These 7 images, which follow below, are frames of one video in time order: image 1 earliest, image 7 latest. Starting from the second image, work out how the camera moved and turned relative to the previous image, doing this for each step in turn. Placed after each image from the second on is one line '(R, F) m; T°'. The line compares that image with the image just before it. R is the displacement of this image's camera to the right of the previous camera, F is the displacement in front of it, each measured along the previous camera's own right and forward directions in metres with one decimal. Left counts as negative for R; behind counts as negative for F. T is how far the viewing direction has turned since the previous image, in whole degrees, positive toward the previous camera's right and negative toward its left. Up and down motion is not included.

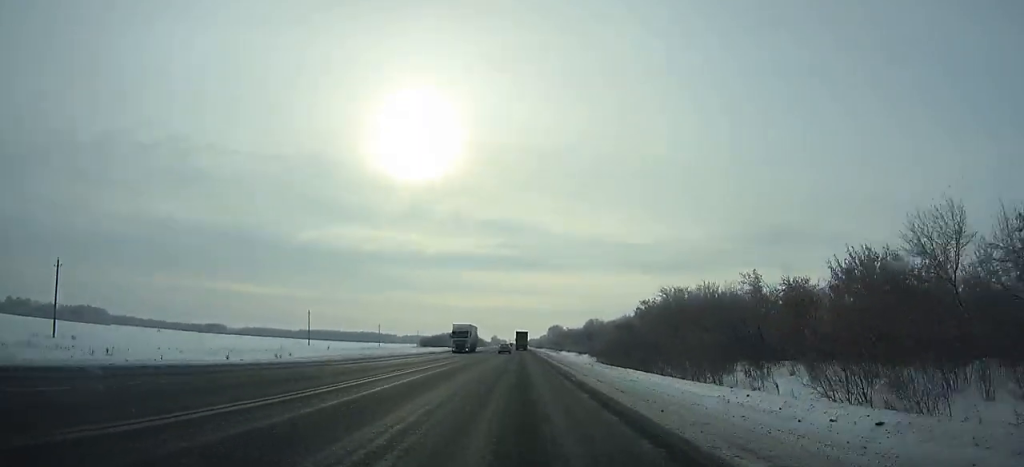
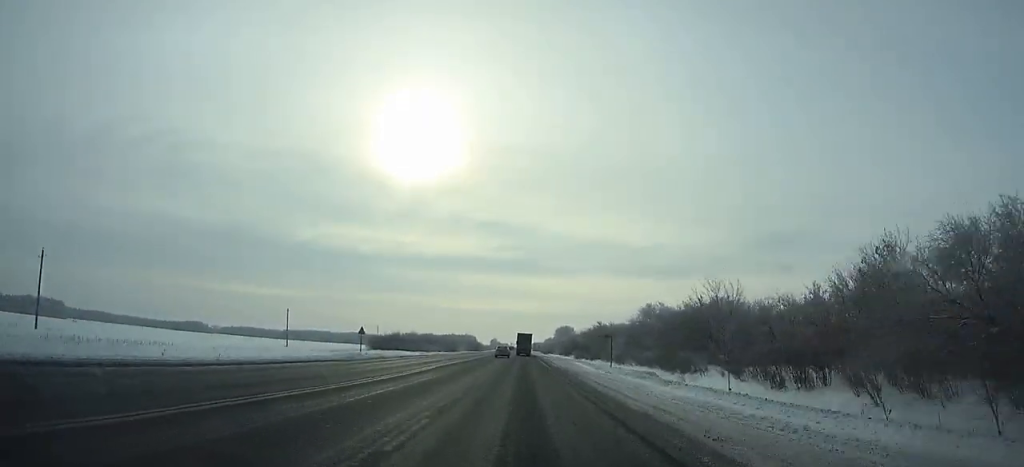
(+0.2, +89.1) m; 0°
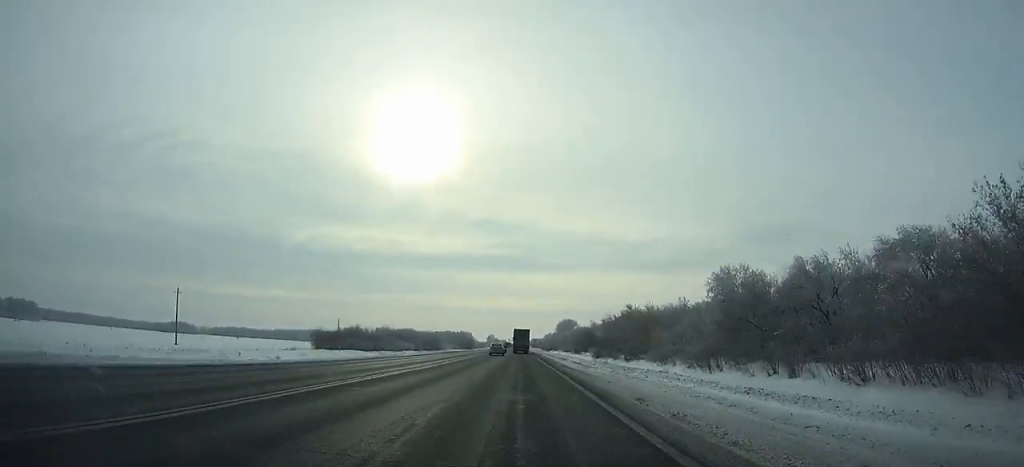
(0.0, +44.4) m; 0°
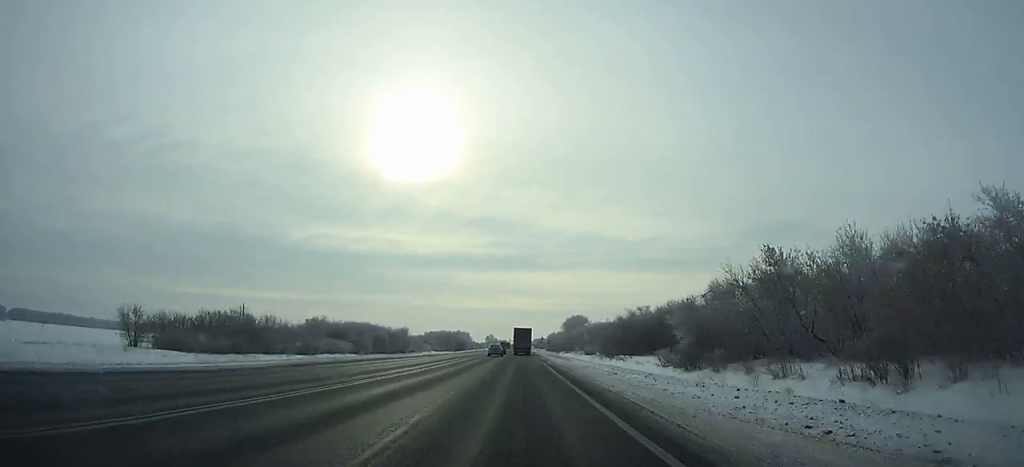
(-0.2, +62.2) m; 0°
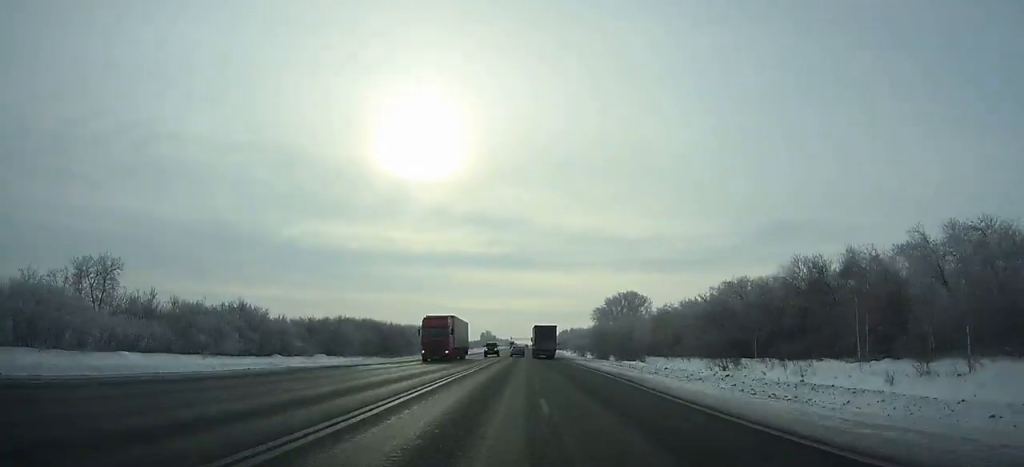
(-0.1, +162.5) m; 0°
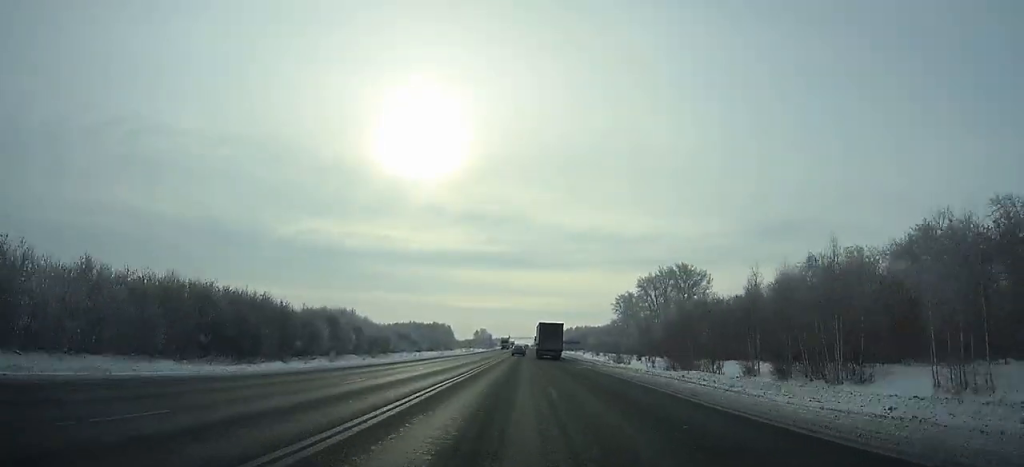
(-0.4, +70.3) m; 0°
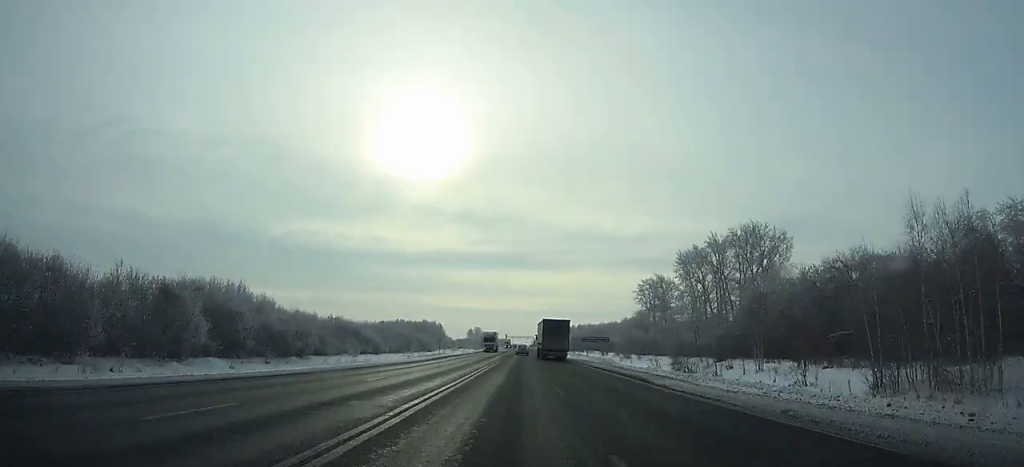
(-0.1, +46.0) m; 0°
